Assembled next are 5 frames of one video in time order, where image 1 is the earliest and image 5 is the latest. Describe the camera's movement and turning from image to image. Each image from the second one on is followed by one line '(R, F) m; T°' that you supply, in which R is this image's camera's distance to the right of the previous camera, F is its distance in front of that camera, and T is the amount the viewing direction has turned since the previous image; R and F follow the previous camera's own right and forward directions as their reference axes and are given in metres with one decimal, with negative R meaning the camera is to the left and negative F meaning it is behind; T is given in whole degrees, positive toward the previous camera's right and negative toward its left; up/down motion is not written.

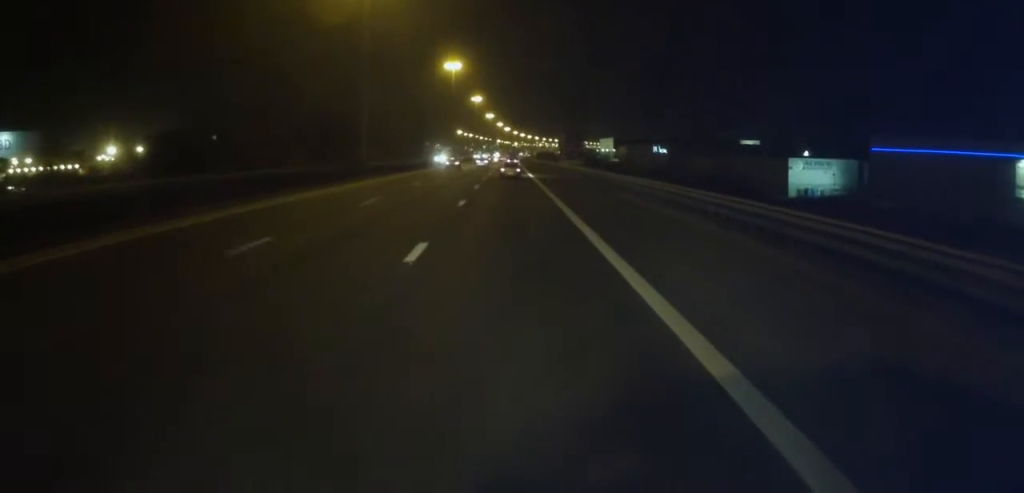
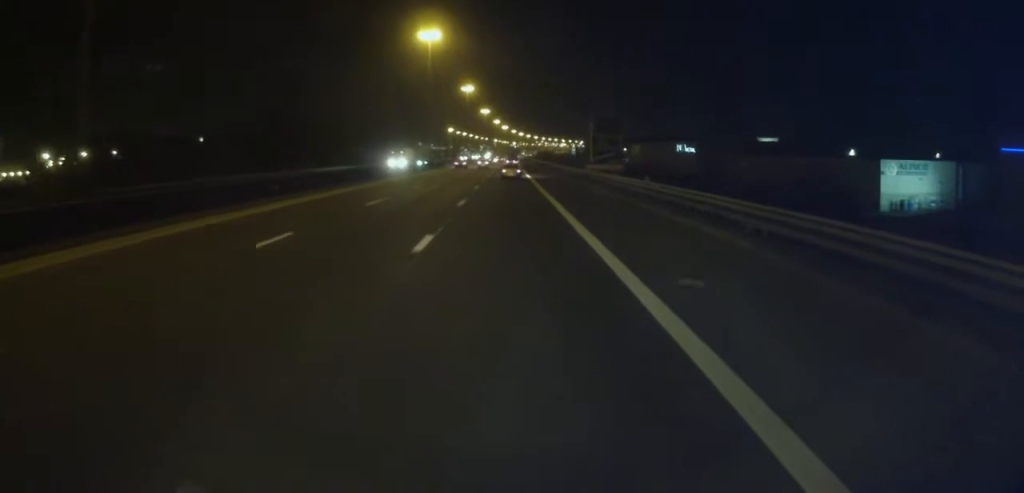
(+0.3, +34.9) m; +1°
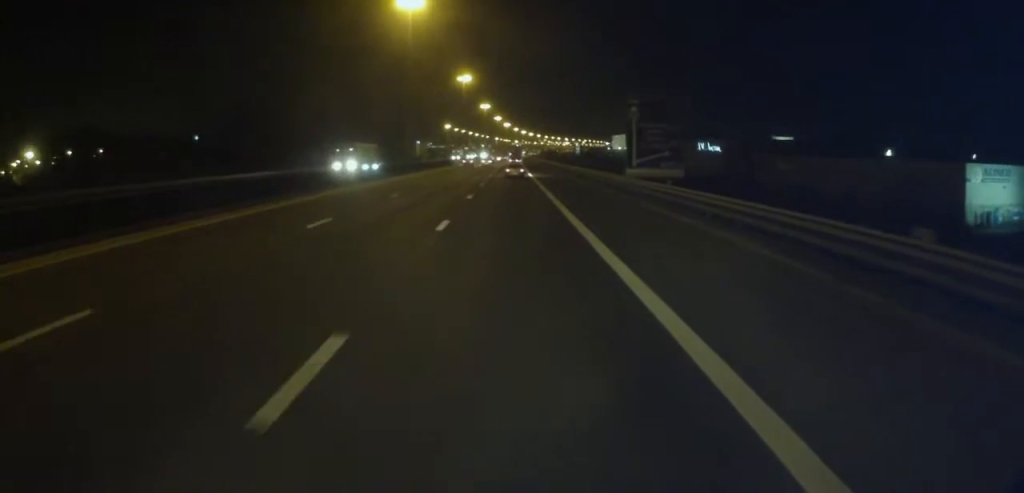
(+0.1, +20.9) m; 0°
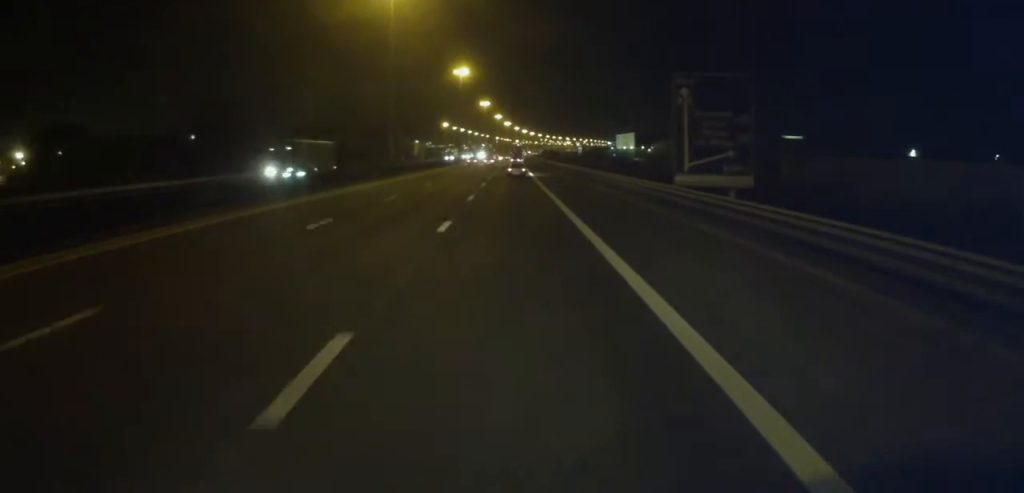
(+0.2, +12.2) m; 0°
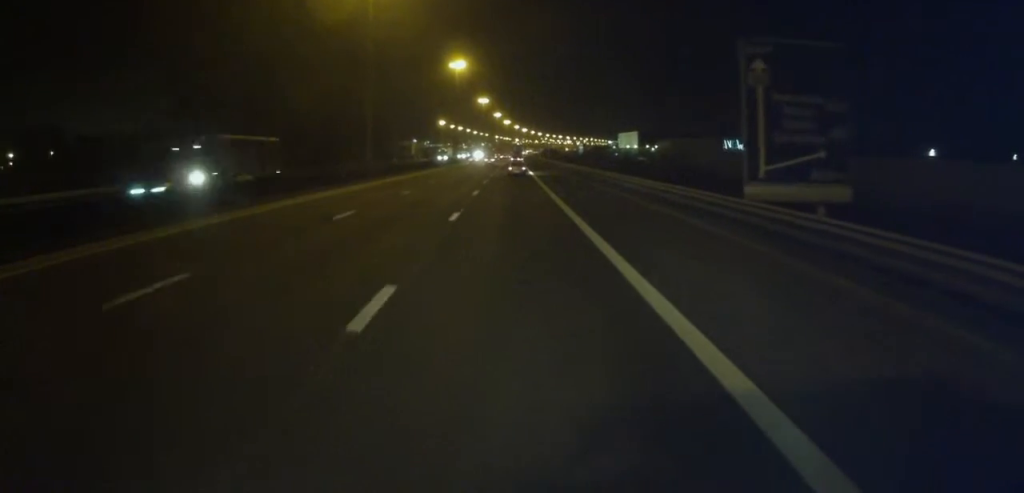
(-0.1, +9.4) m; -1°
